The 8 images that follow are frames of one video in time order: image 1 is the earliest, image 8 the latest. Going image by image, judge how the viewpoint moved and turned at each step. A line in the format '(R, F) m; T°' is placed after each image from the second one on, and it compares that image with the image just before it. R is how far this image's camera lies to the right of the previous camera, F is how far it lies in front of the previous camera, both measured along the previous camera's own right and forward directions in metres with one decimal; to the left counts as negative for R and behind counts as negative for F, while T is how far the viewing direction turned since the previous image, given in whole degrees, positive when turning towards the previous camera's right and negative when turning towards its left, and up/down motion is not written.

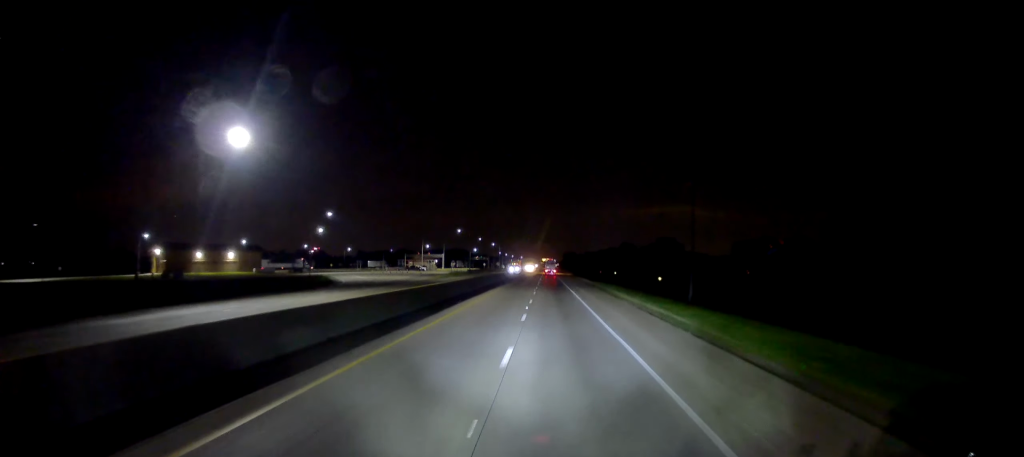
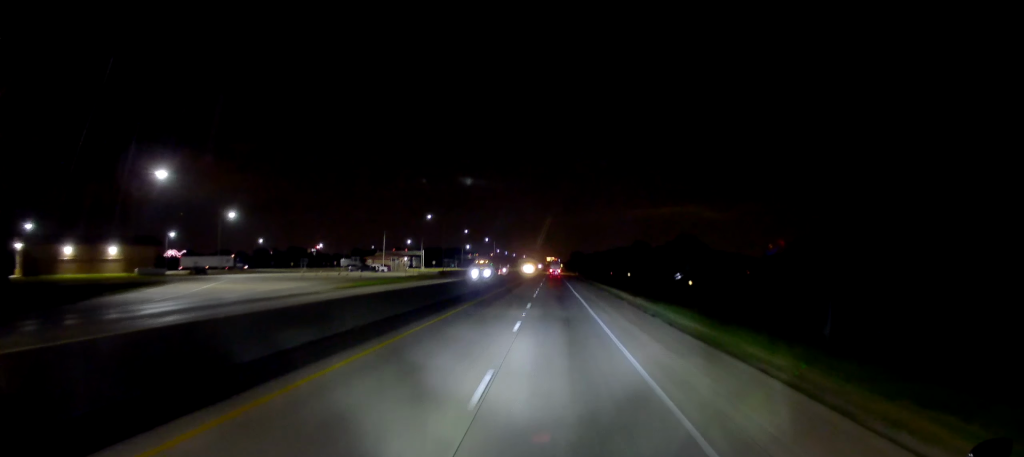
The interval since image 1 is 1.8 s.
(-0.4, +52.0) m; -1°
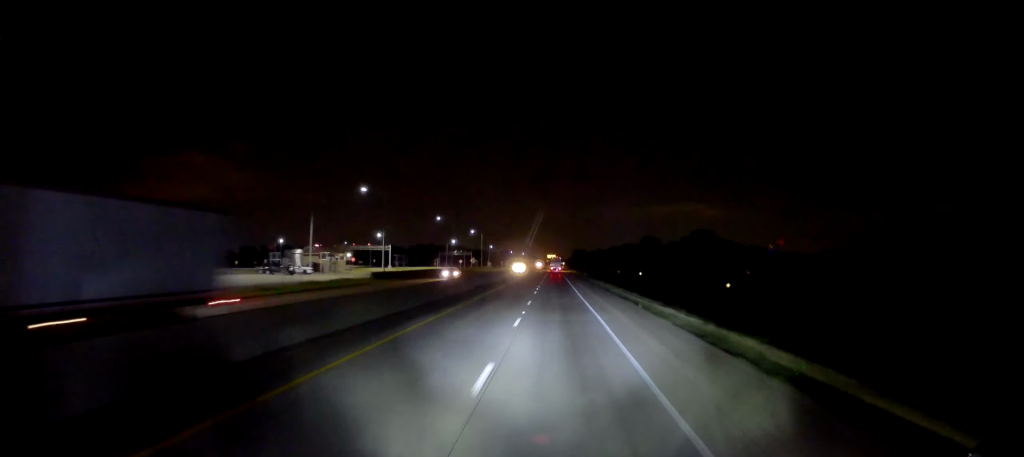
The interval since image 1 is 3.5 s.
(-0.2, +48.2) m; 0°
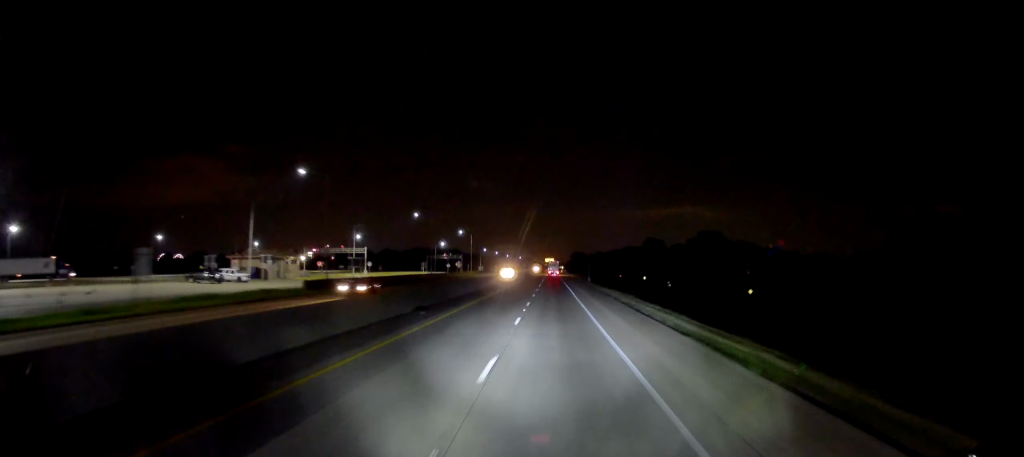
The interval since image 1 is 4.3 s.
(-0.2, +21.6) m; 0°
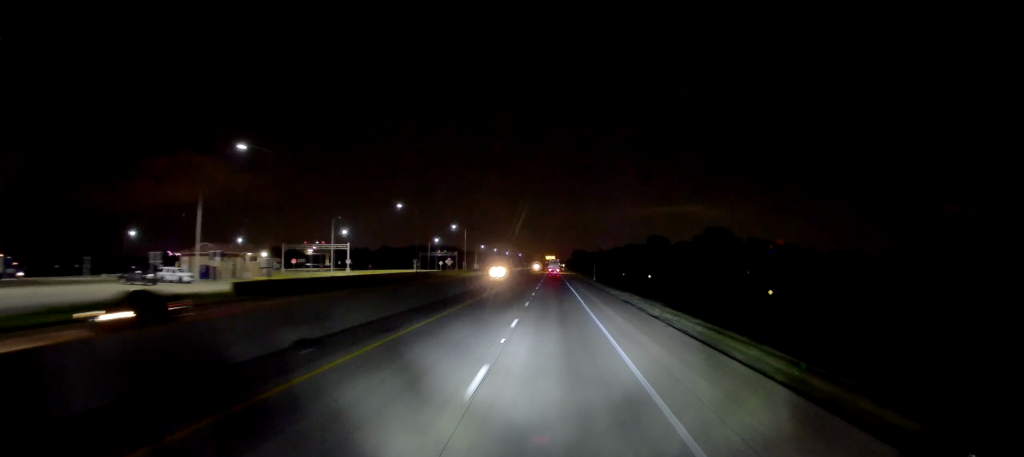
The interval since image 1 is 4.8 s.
(+0.1, +14.8) m; 0°
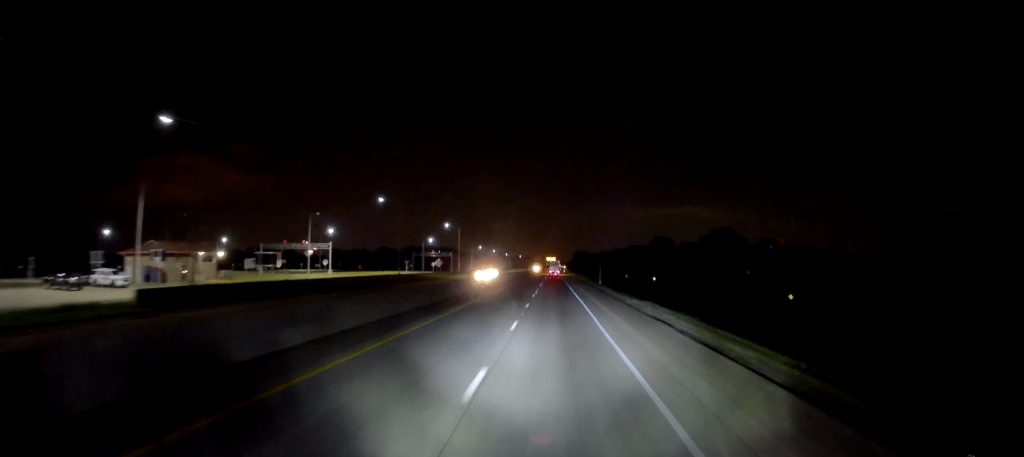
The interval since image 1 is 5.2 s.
(+0.2, +11.9) m; 0°
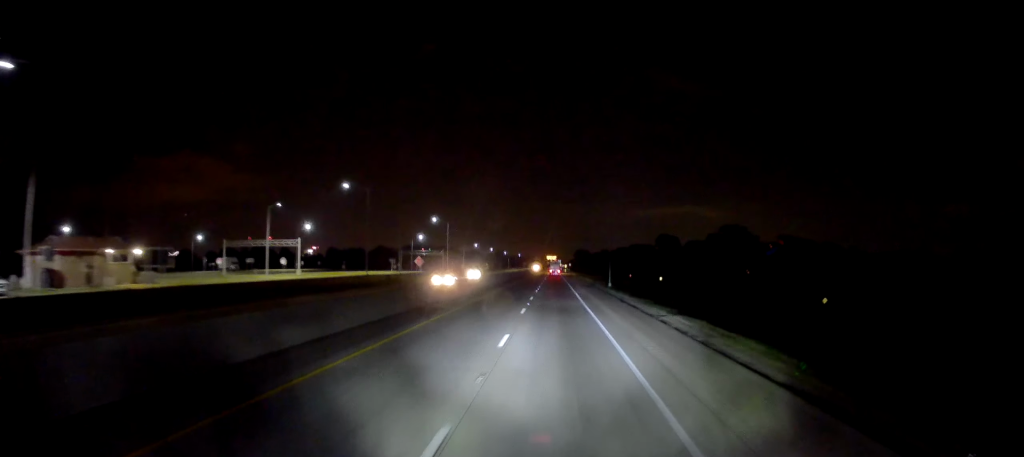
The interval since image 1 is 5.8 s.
(-0.2, +17.6) m; 0°
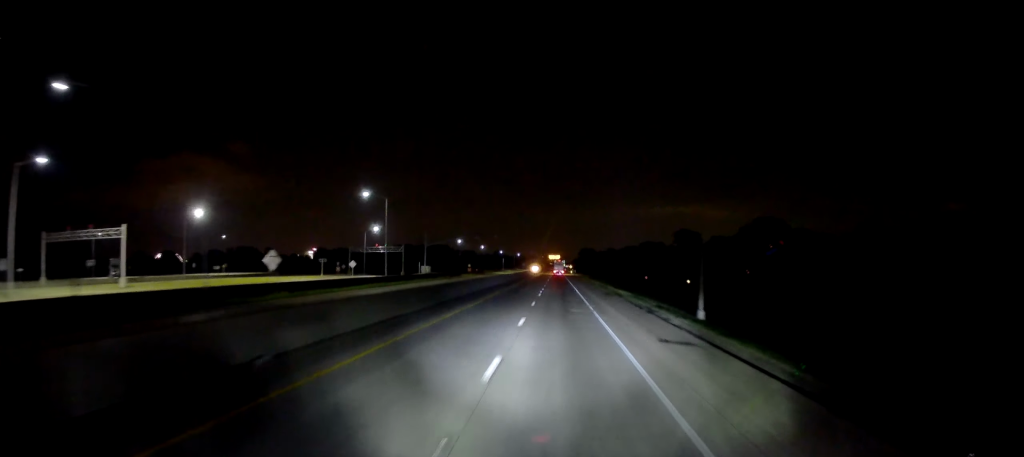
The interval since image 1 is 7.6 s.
(+0.5, +53.0) m; 0°
